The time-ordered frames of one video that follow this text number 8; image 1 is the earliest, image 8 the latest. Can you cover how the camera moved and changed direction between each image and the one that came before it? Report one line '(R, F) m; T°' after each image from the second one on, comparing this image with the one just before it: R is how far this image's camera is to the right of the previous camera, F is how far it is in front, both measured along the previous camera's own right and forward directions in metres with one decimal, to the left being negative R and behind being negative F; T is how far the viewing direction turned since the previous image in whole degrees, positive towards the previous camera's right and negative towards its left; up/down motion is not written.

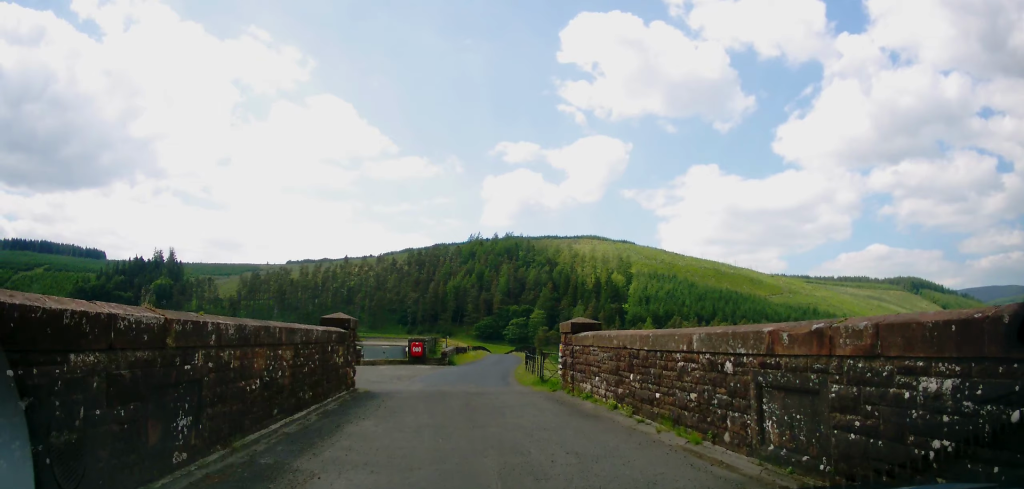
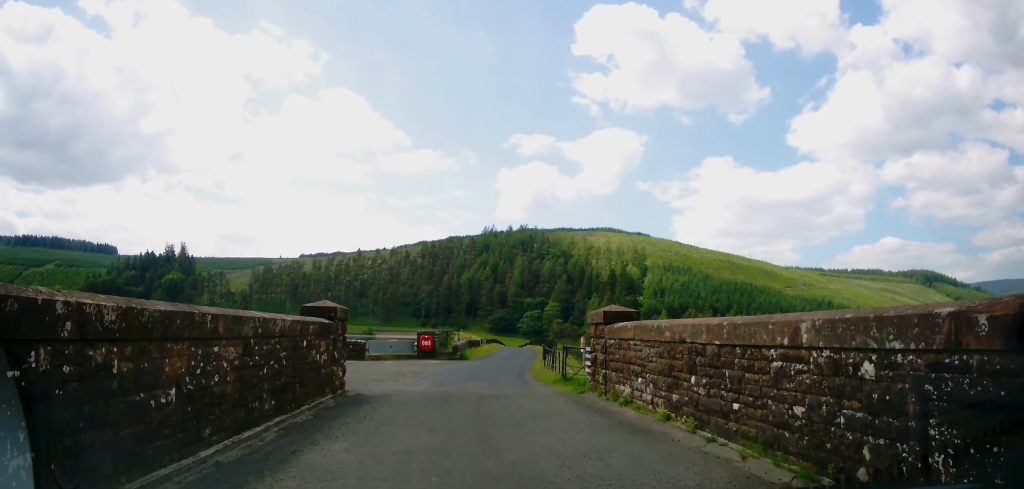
(0.0, +2.0) m; +1°
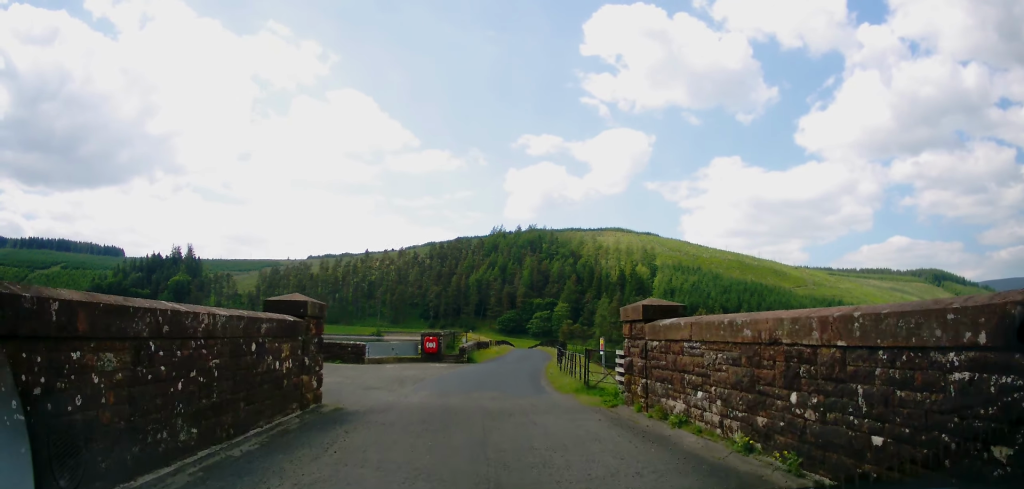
(0.0, +2.0) m; +1°
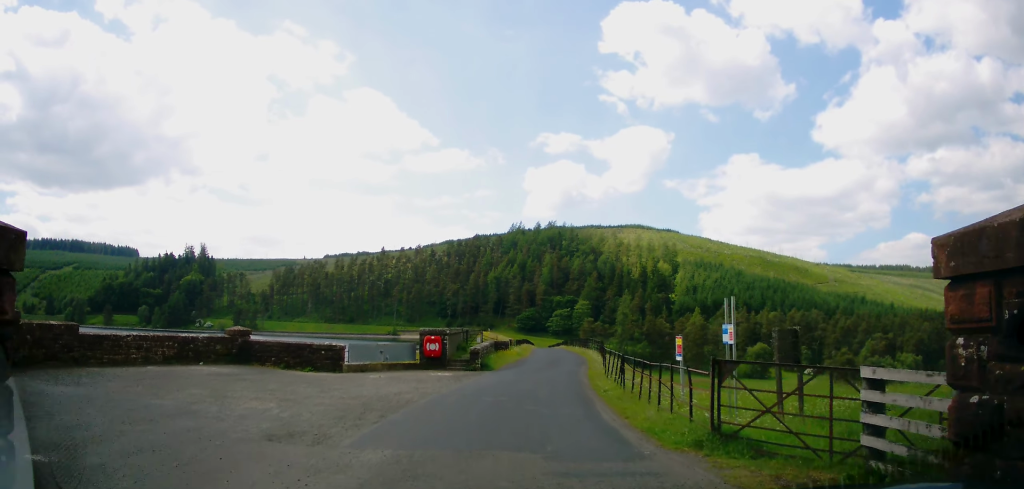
(0.0, +7.1) m; -2°
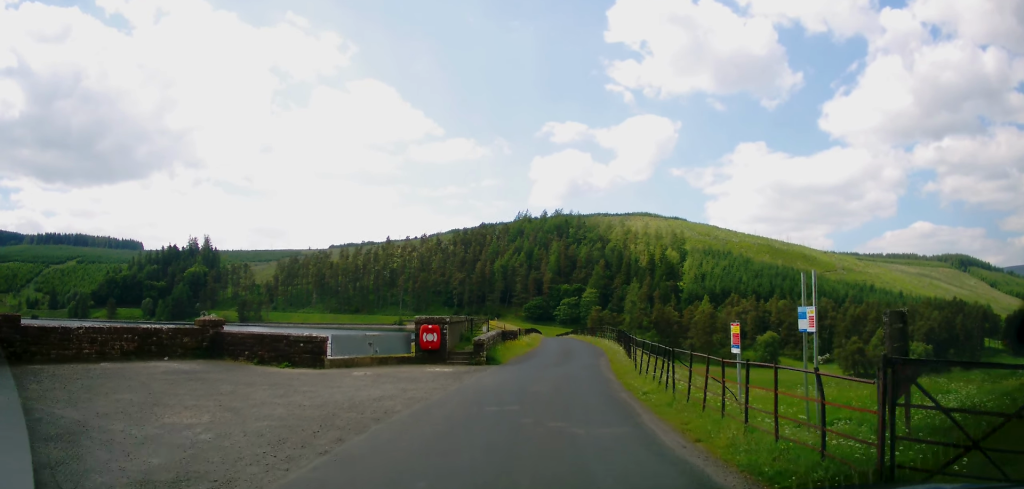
(0.0, +3.5) m; -4°
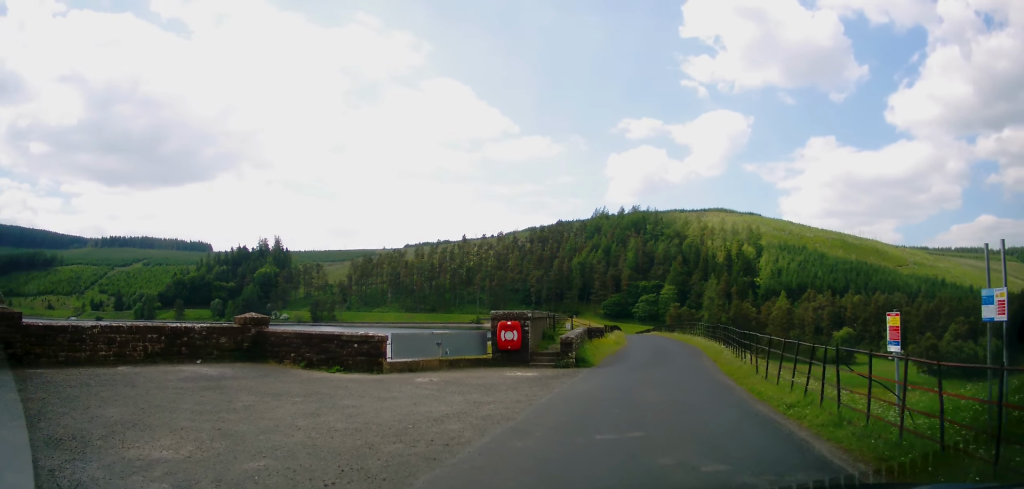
(0.0, +3.5) m; -11°
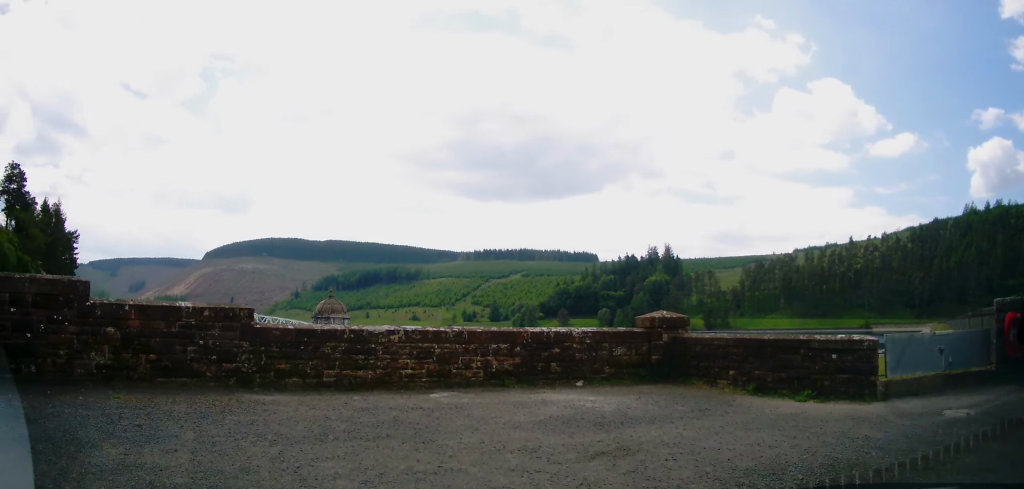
(-2.3, +6.5) m; -40°
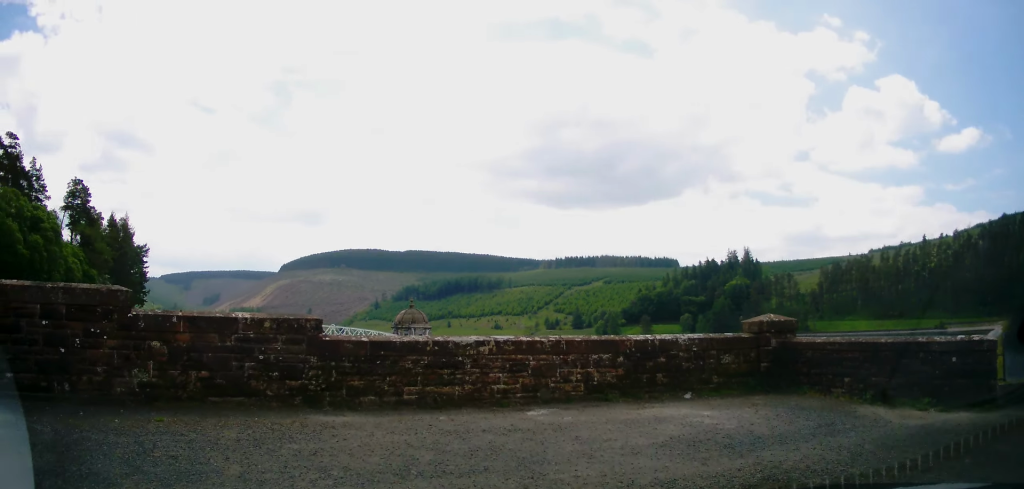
(-0.2, +1.0) m; -8°
